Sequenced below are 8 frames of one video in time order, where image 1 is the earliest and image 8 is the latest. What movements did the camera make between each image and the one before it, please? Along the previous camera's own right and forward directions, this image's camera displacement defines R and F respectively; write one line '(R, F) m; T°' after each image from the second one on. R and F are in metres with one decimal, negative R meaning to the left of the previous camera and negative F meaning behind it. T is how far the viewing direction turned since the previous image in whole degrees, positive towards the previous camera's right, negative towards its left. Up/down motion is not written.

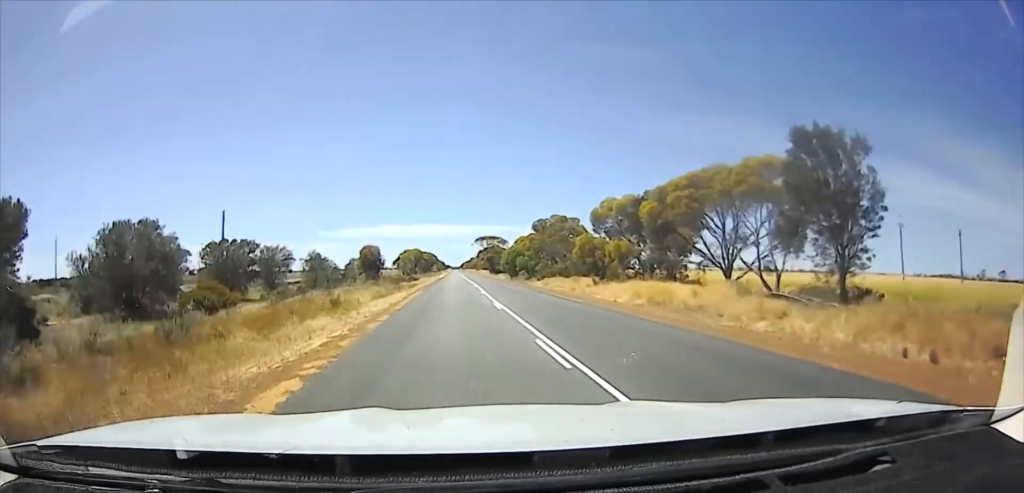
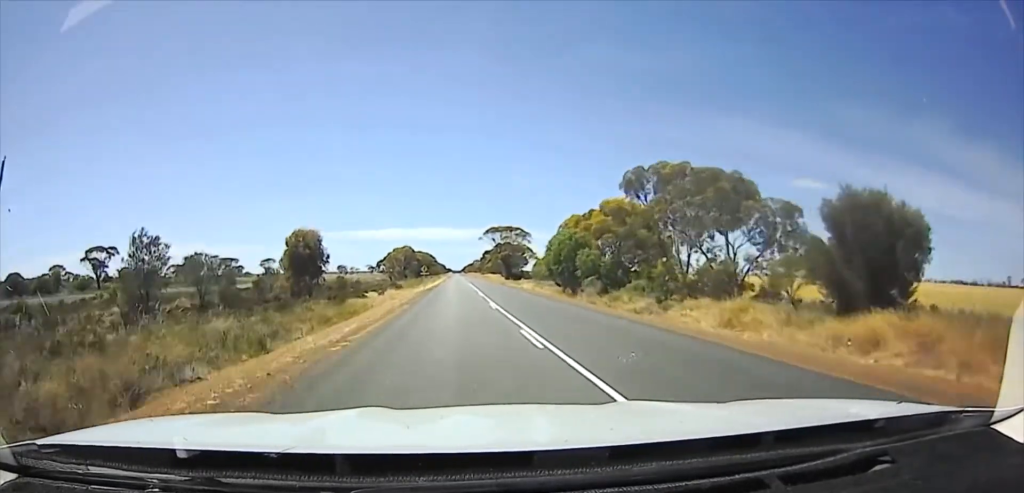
(-1.0, +50.8) m; -4°
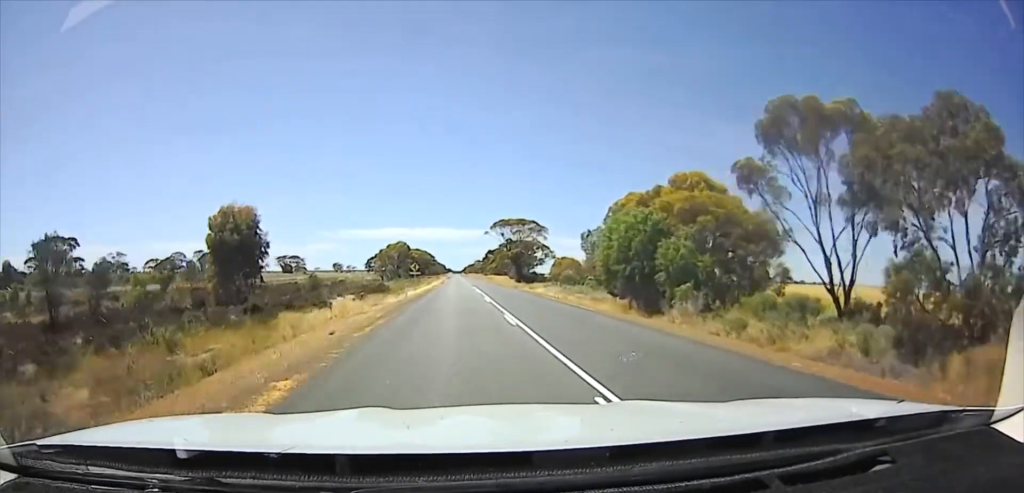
(-0.7, +20.0) m; -3°
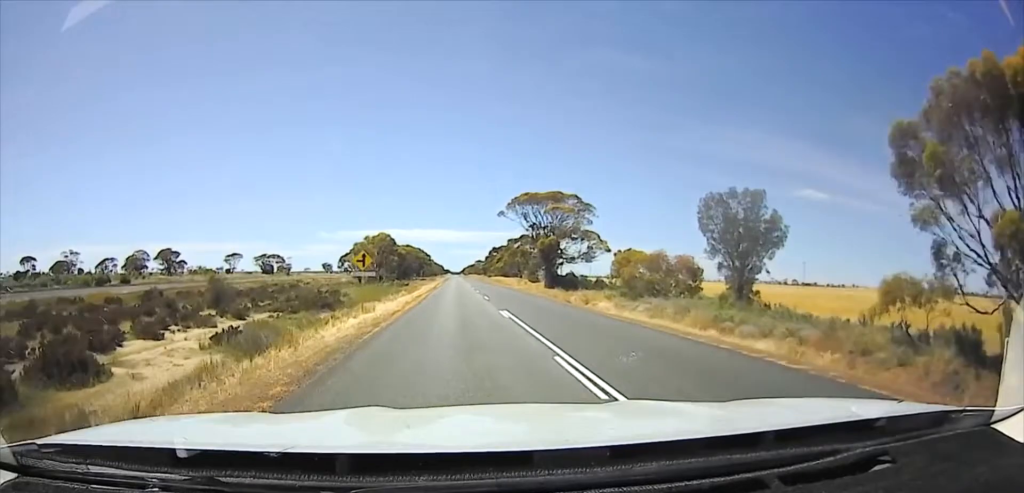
(-0.8, +35.3) m; -1°
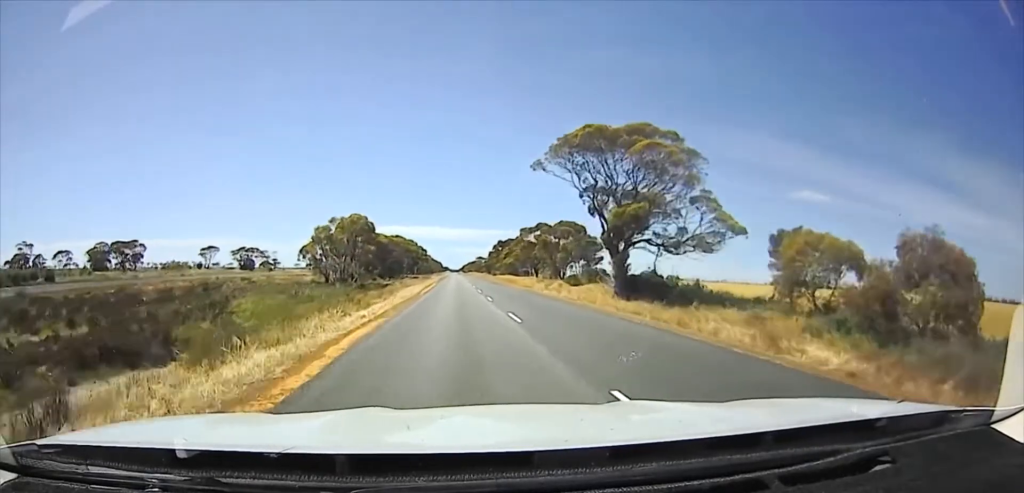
(0.0, +29.7) m; 0°
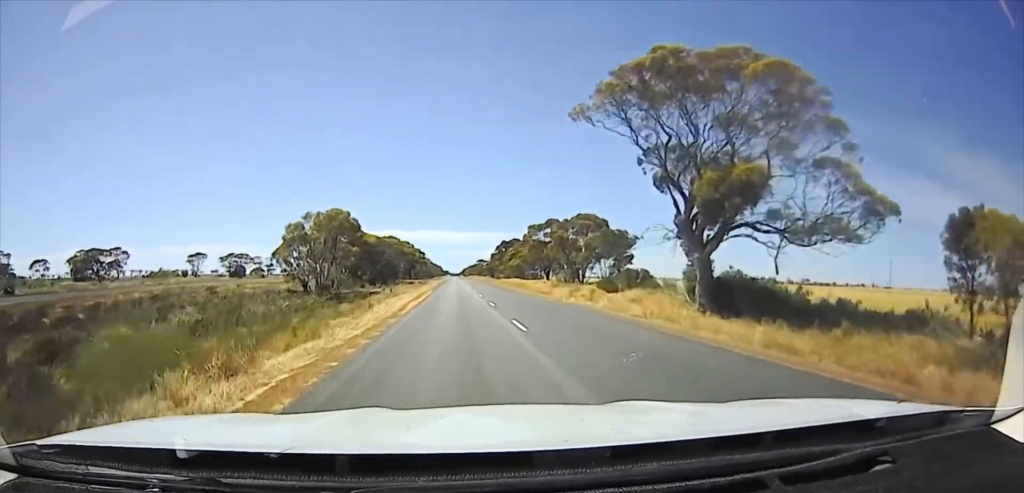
(0.0, +14.1) m; 0°
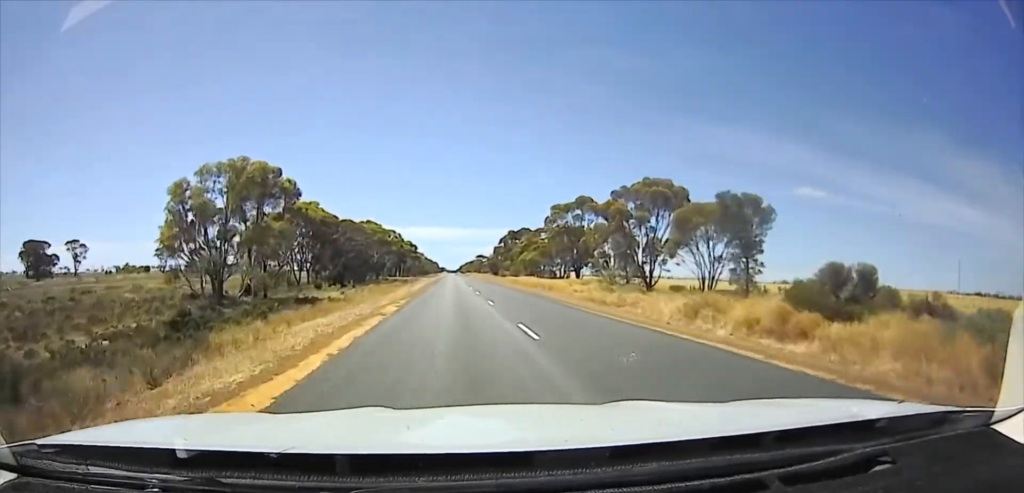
(0.0, +26.1) m; 0°
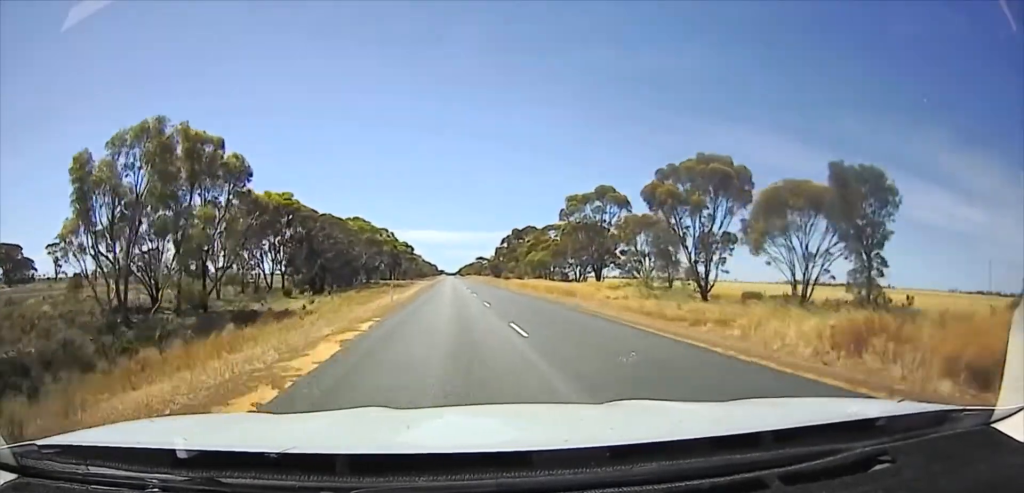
(0.0, +11.1) m; 0°
